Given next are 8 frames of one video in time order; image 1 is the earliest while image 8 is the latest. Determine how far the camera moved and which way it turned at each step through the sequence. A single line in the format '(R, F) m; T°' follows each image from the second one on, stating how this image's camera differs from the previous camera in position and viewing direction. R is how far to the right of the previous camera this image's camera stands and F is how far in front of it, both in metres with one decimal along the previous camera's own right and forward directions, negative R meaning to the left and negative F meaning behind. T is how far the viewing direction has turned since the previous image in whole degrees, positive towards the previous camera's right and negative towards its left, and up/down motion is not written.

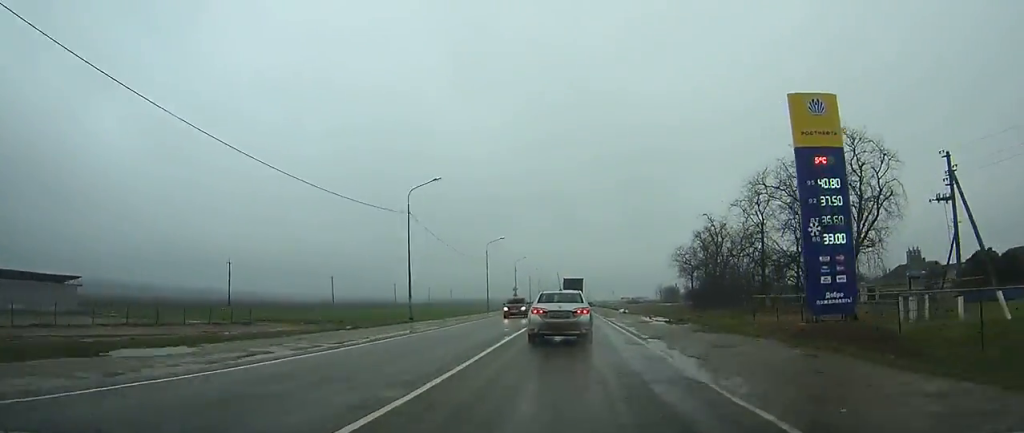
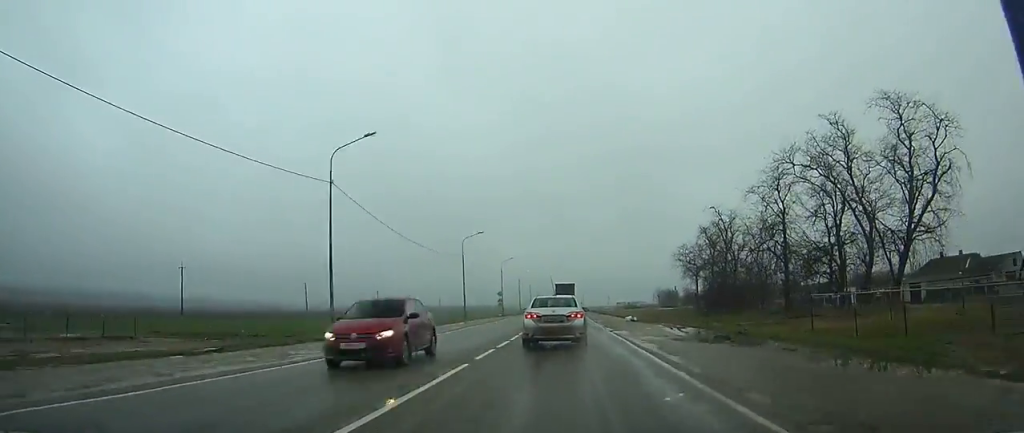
(+0.1, +12.9) m; 0°
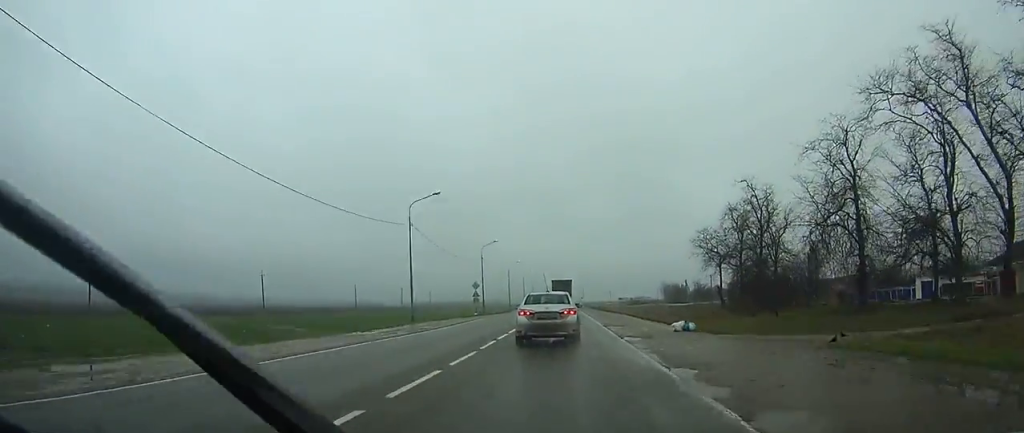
(+0.1, +21.7) m; 0°
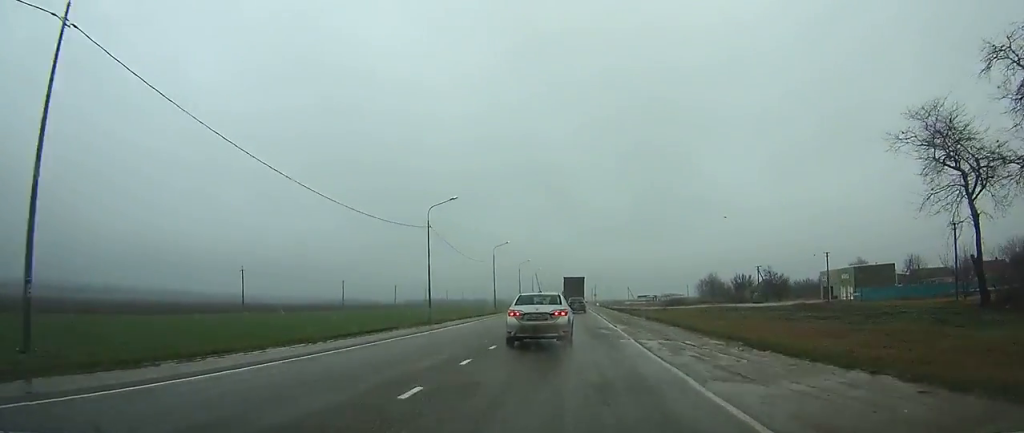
(-1.0, +72.1) m; -1°
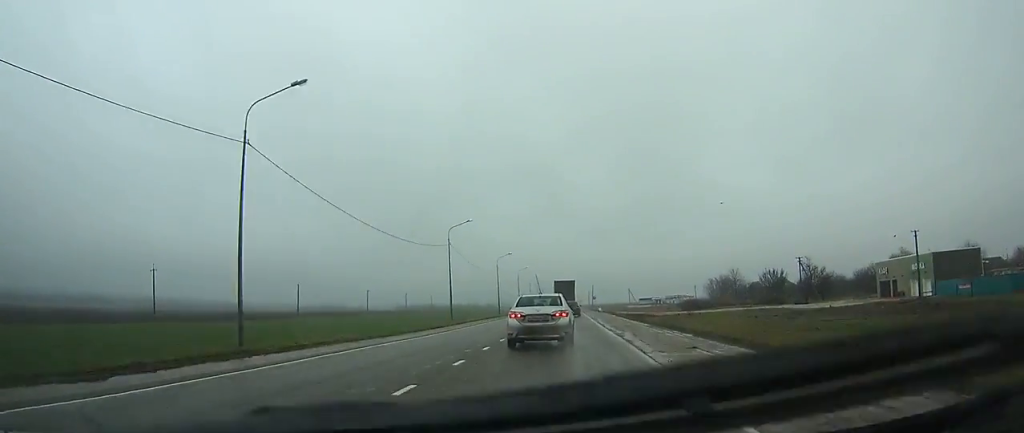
(0.0, +27.6) m; 0°
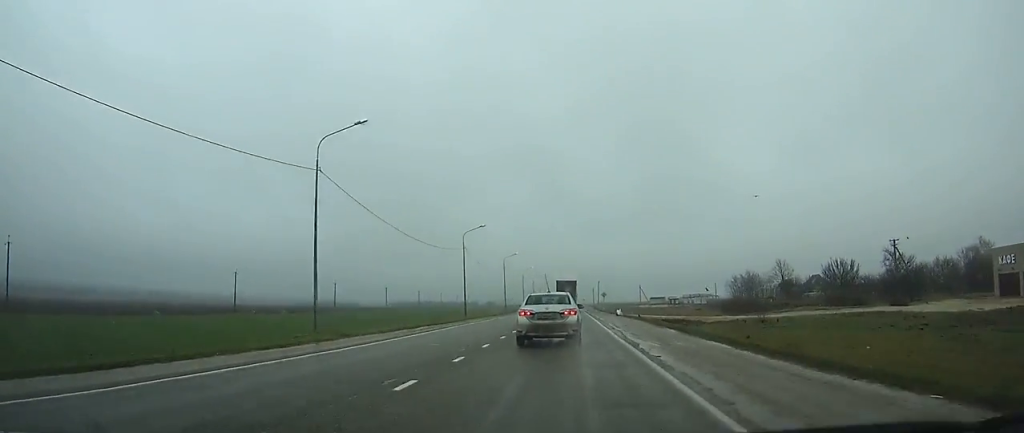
(-0.1, +32.0) m; 0°
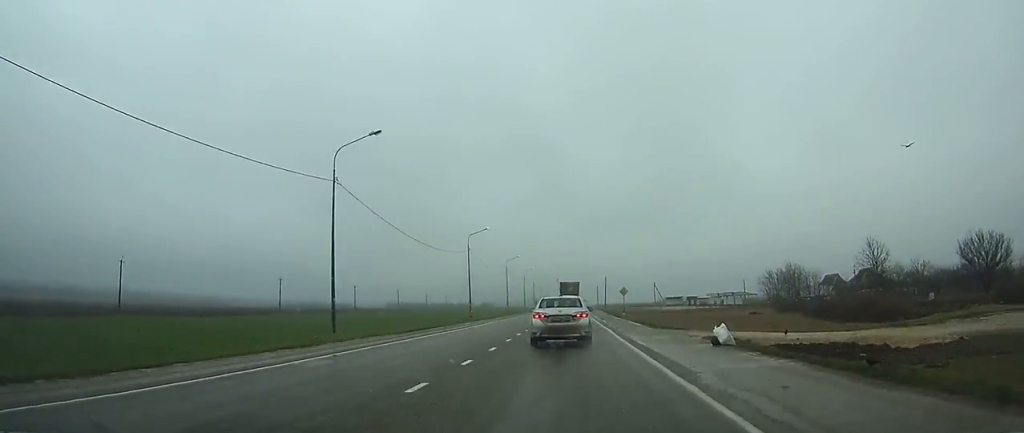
(0.0, +36.8) m; 0°
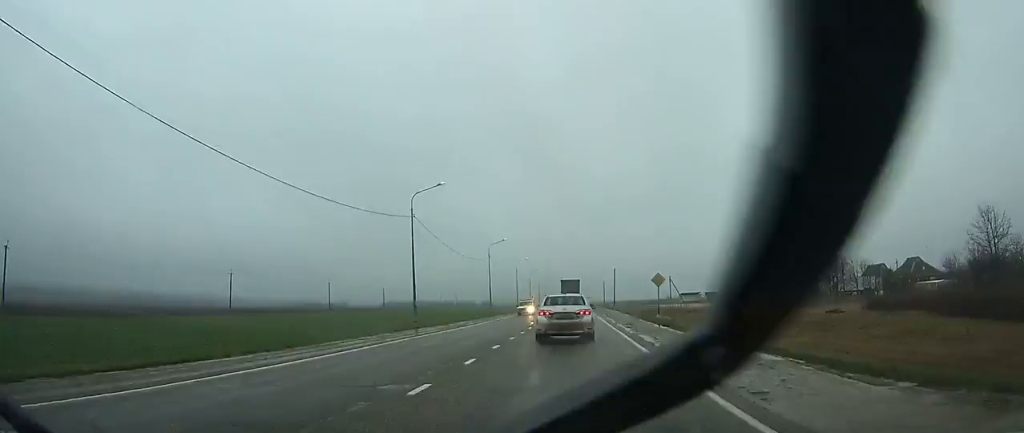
(0.0, +24.6) m; 0°
